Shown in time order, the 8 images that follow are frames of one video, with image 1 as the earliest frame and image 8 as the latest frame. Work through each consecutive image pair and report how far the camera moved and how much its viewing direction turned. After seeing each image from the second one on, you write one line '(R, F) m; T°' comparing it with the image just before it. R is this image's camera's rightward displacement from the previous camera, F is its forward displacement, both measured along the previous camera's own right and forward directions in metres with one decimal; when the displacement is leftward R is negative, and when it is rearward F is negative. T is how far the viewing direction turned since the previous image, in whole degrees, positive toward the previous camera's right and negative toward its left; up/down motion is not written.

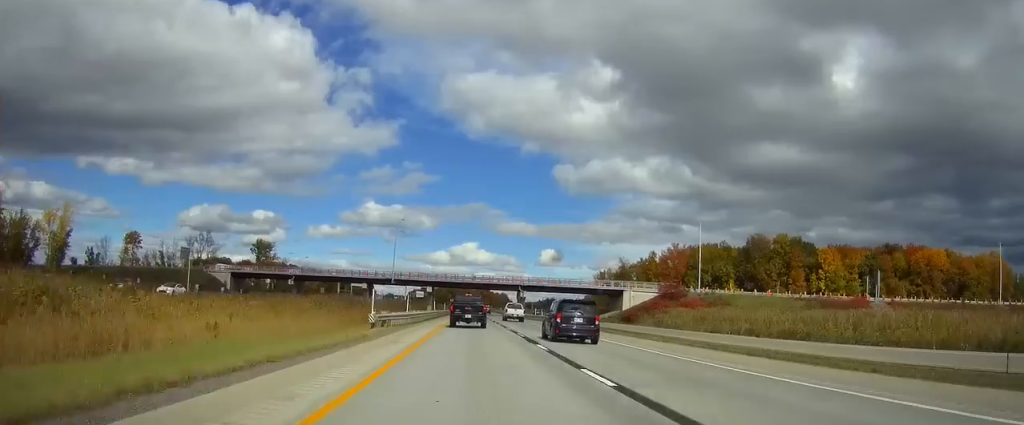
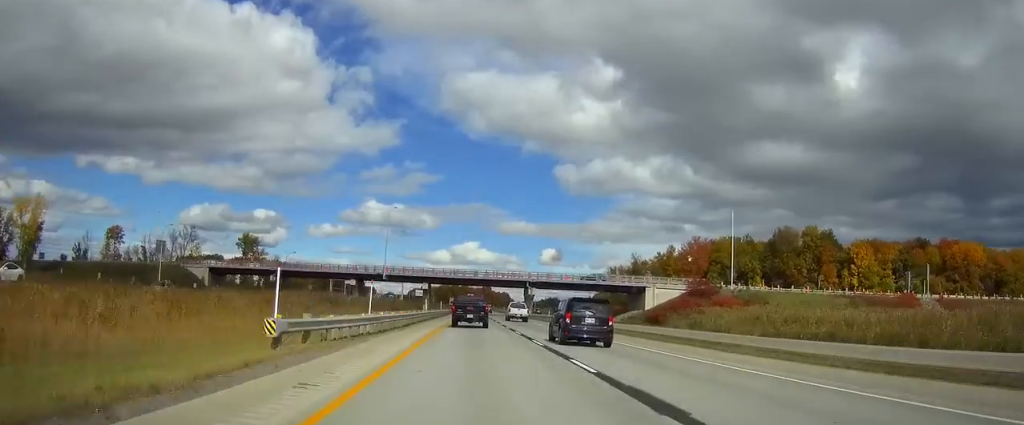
(0.0, +15.9) m; 0°
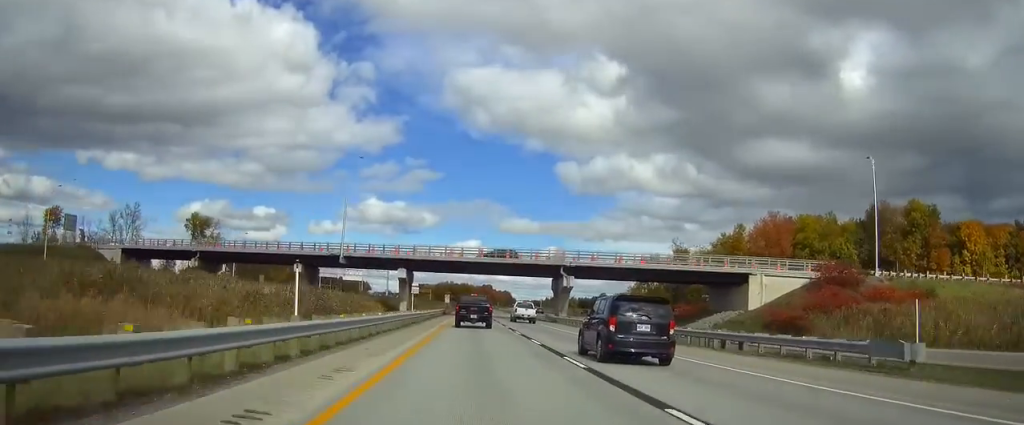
(0.0, +43.0) m; 0°
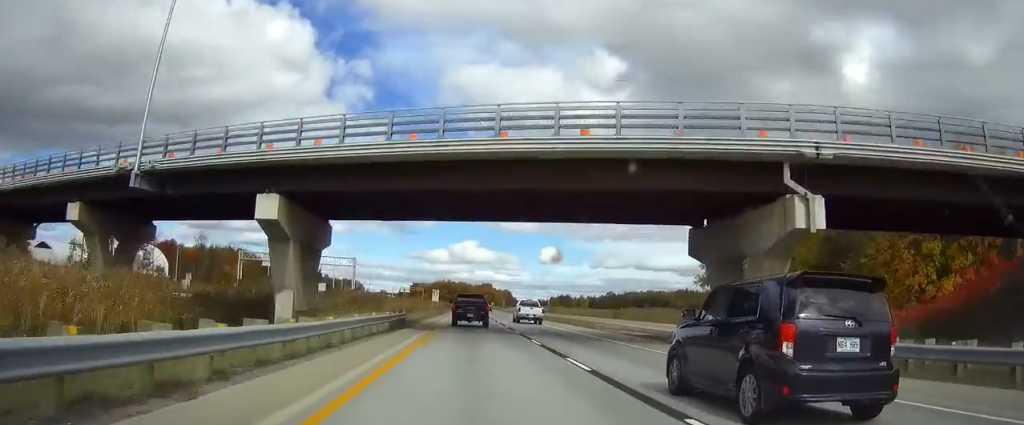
(0.0, +54.1) m; 0°
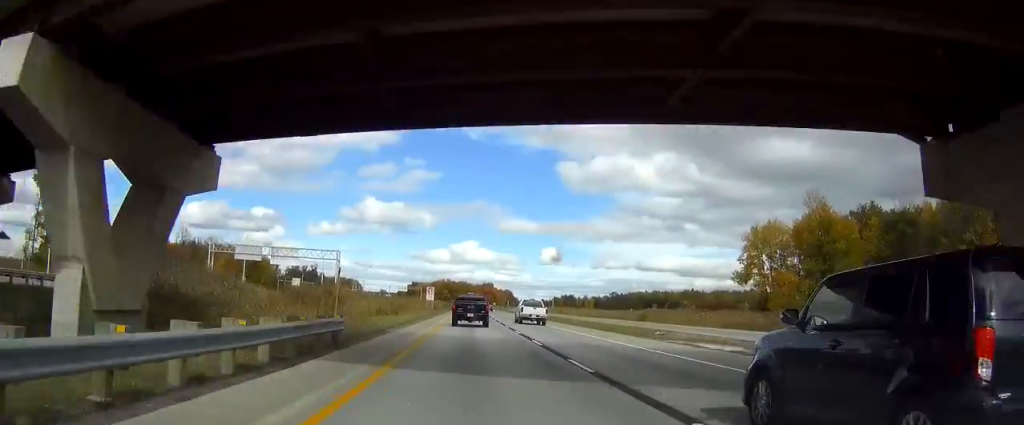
(0.0, +18.0) m; 0°
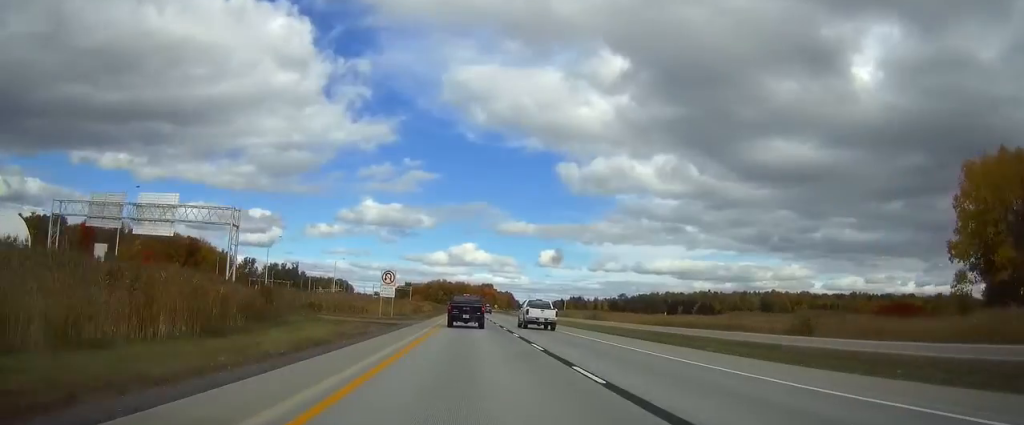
(+0.1, +55.0) m; 0°
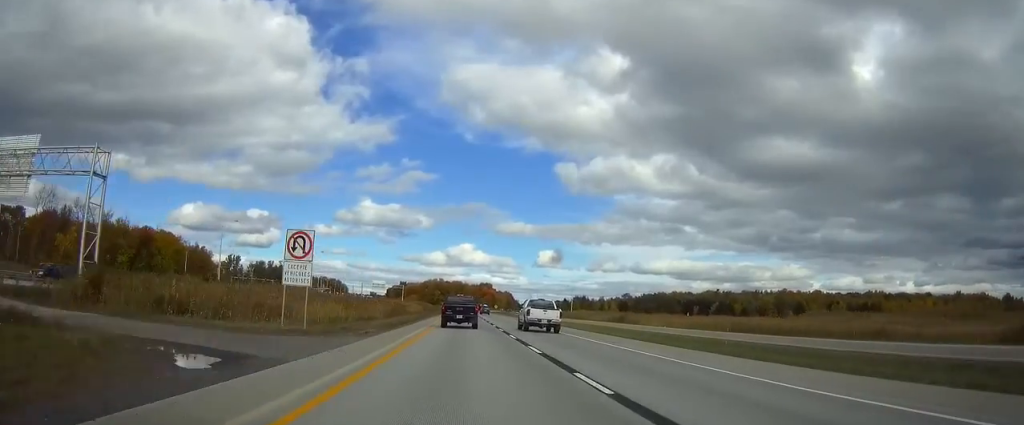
(0.0, +28.1) m; 0°
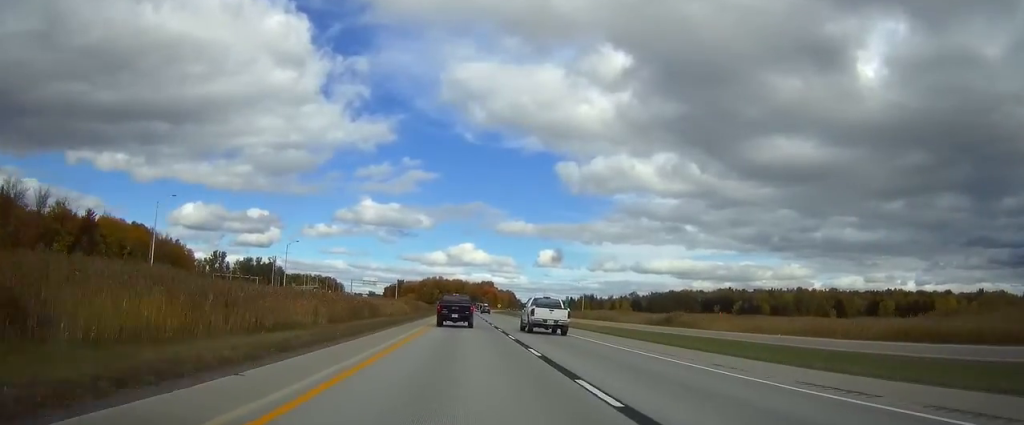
(0.0, +28.0) m; 0°
